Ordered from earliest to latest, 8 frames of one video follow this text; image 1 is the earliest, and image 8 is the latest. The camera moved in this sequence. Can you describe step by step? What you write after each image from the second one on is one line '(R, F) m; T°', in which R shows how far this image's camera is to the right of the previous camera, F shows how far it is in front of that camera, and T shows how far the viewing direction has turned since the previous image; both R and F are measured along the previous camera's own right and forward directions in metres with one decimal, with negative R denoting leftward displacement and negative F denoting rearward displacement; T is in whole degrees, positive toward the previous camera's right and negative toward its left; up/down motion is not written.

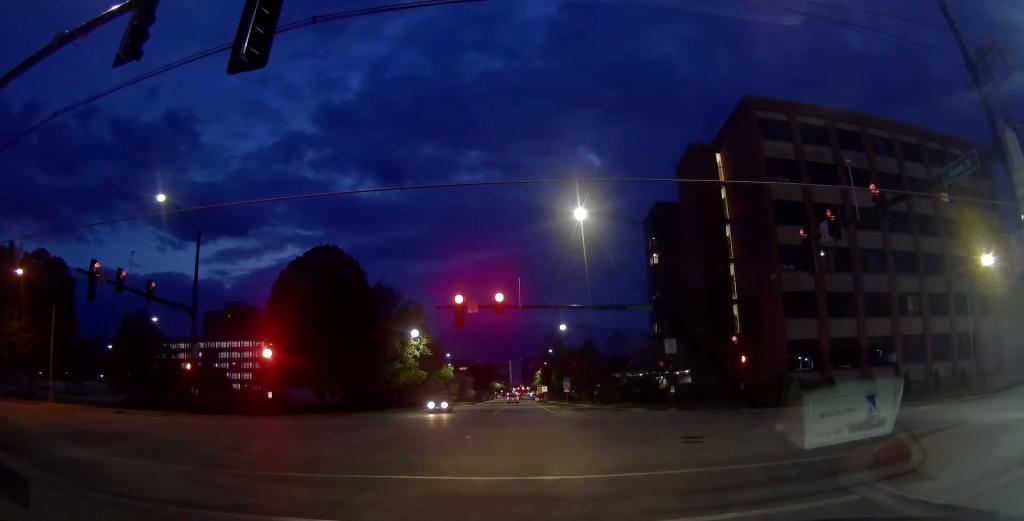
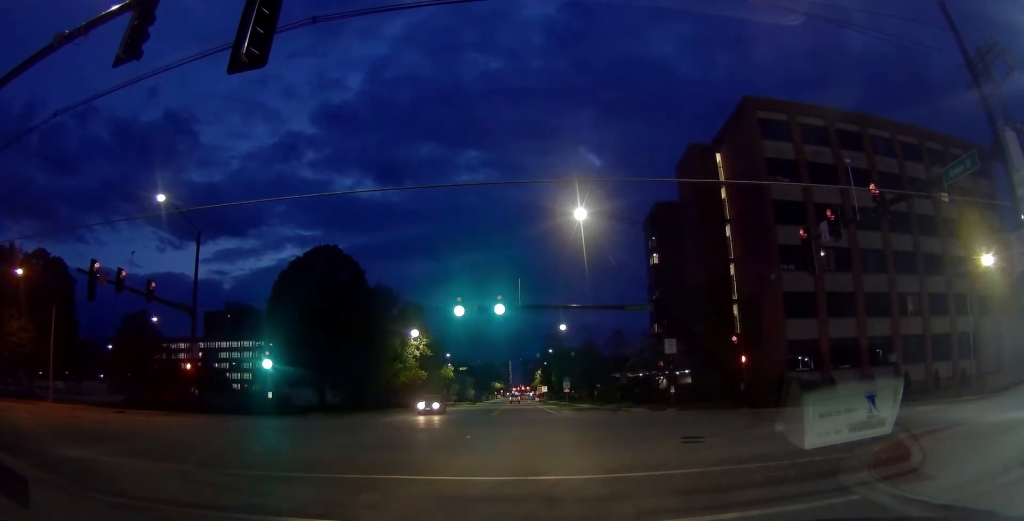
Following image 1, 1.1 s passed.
(0.0, 0.0) m; 0°
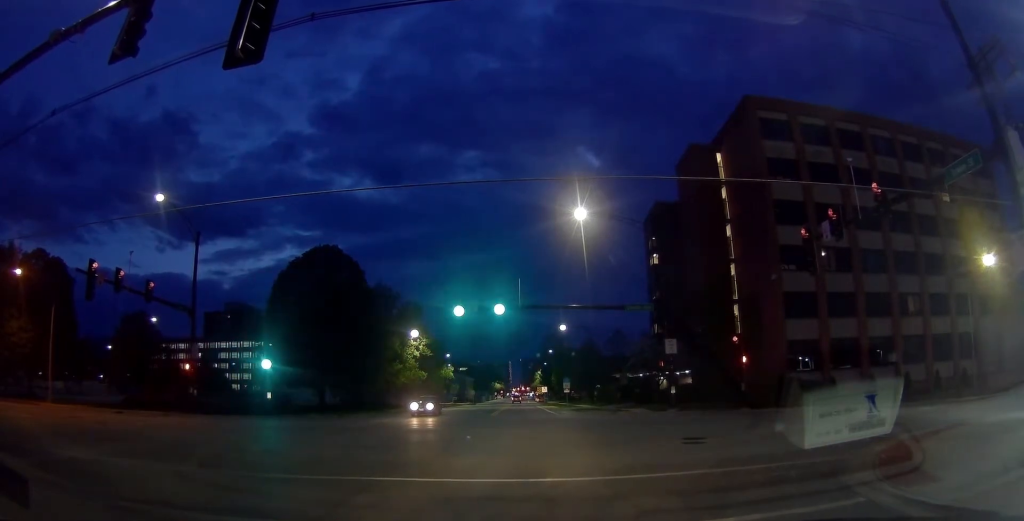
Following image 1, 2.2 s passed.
(0.0, 0.0) m; 0°
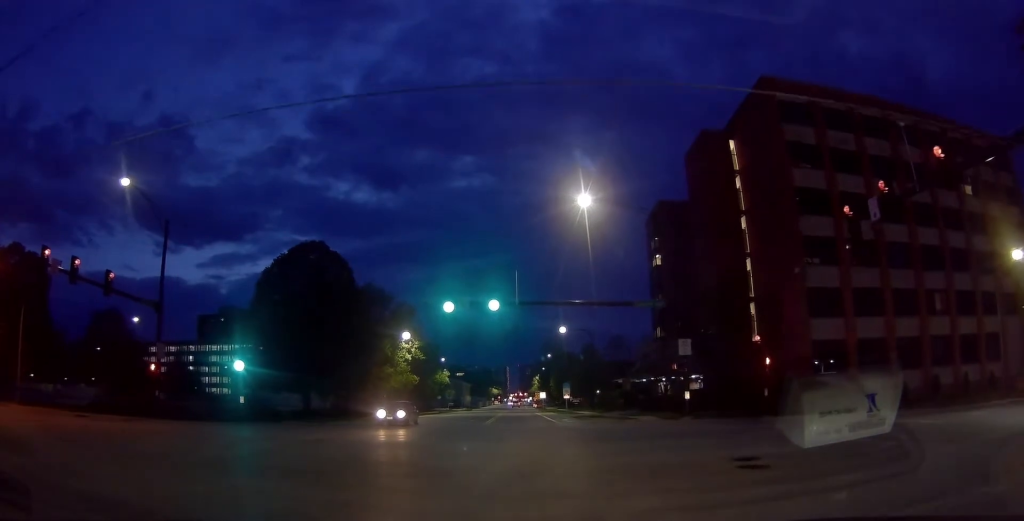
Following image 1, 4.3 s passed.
(0.0, +1.4) m; 0°
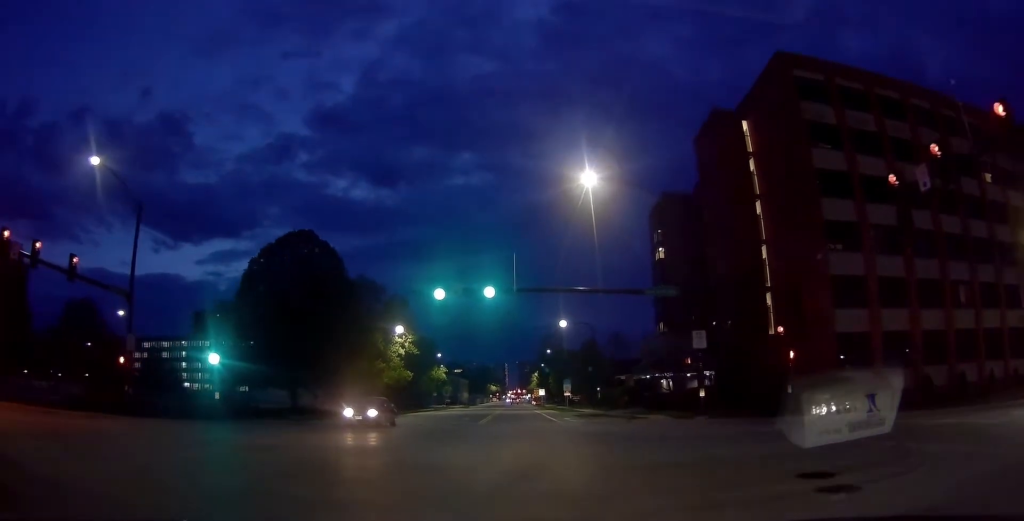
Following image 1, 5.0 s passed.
(0.0, +1.9) m; 0°
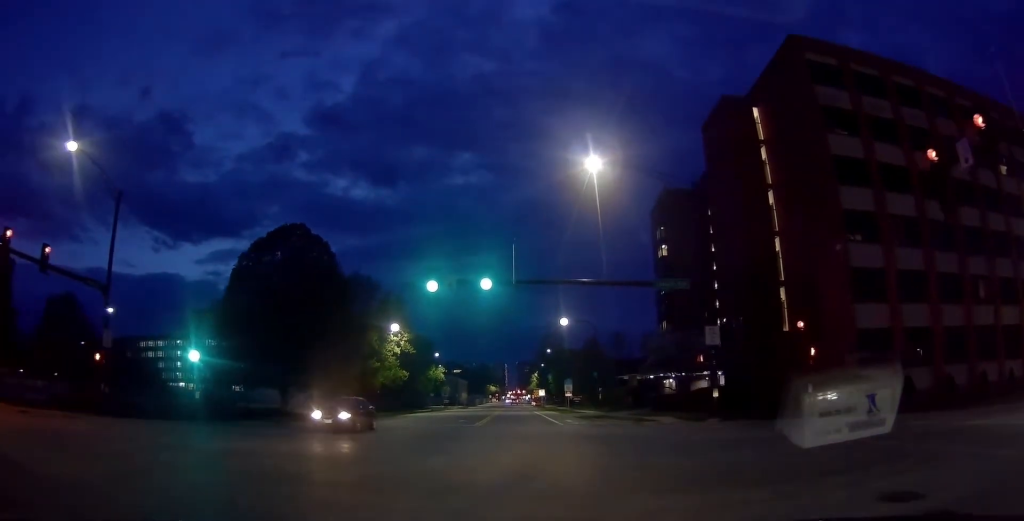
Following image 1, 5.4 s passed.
(0.0, +1.7) m; 0°
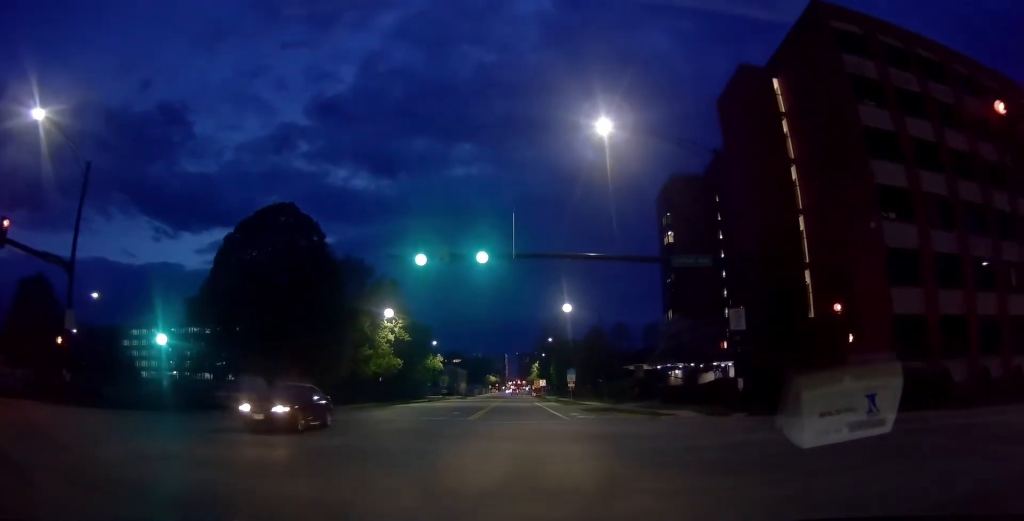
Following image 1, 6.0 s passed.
(0.0, +2.7) m; 0°
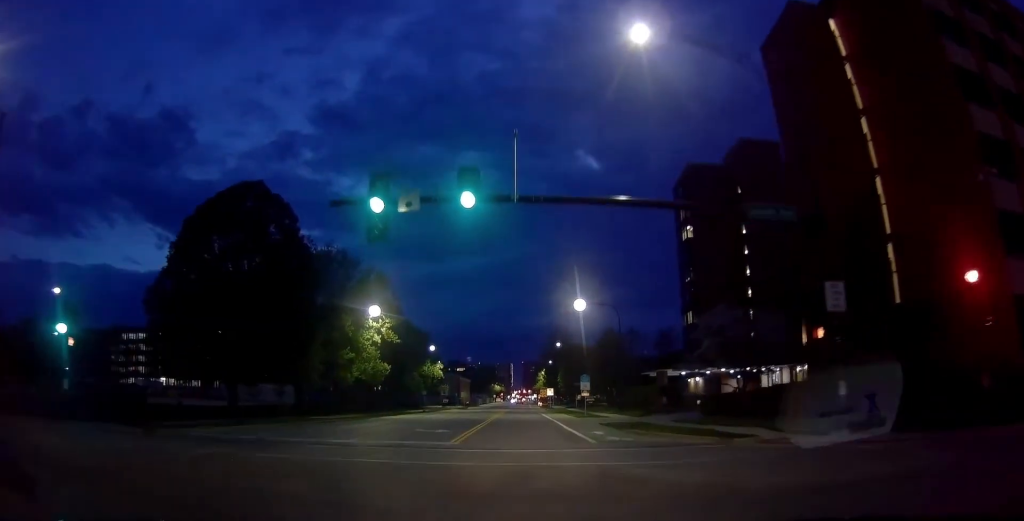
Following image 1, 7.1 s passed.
(0.0, +7.7) m; 0°
